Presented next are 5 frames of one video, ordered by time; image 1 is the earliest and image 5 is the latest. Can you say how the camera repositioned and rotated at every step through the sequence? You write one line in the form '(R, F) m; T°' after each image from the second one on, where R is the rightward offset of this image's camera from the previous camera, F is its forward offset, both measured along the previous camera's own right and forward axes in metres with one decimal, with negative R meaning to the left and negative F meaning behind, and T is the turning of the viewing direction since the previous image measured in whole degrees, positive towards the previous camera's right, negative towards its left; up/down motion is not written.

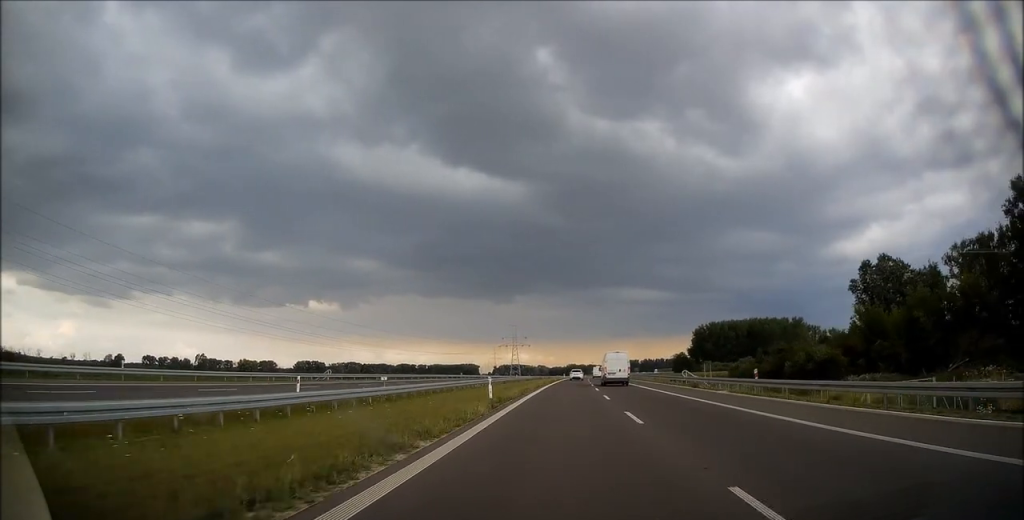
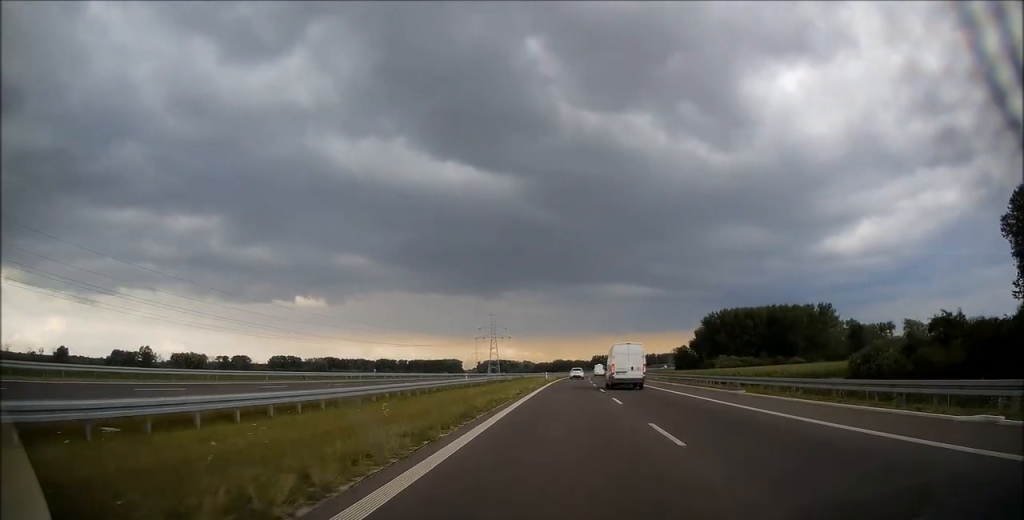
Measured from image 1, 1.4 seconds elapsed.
(+0.5, +52.6) m; +1°
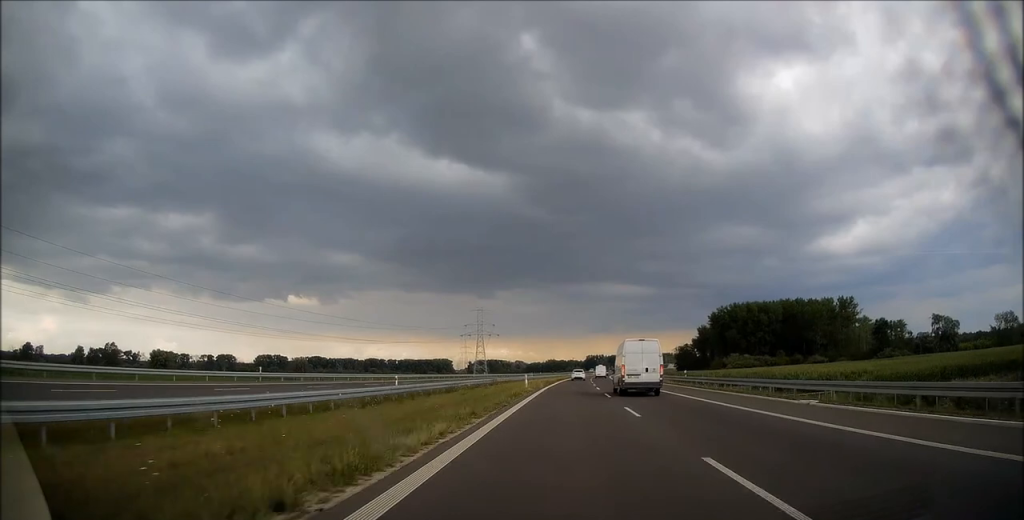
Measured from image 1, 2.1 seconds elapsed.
(+0.1, +29.5) m; +1°
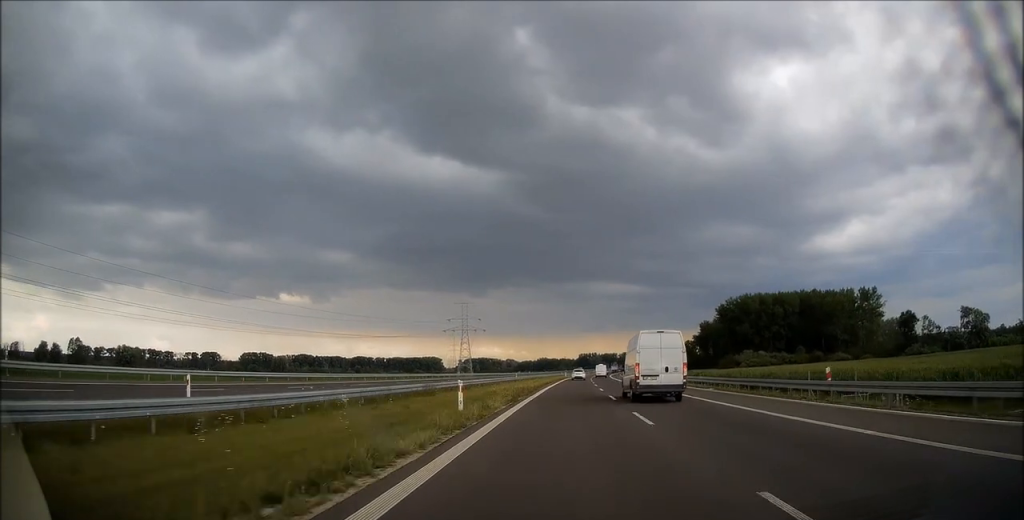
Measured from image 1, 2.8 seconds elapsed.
(+0.2, +26.8) m; +1°
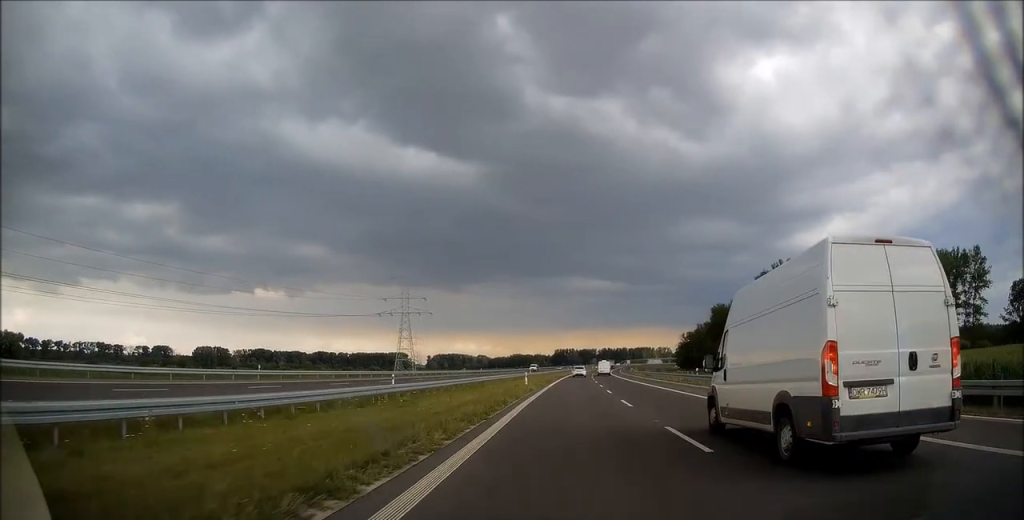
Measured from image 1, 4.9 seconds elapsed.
(+1.4, +78.4) m; +2°
